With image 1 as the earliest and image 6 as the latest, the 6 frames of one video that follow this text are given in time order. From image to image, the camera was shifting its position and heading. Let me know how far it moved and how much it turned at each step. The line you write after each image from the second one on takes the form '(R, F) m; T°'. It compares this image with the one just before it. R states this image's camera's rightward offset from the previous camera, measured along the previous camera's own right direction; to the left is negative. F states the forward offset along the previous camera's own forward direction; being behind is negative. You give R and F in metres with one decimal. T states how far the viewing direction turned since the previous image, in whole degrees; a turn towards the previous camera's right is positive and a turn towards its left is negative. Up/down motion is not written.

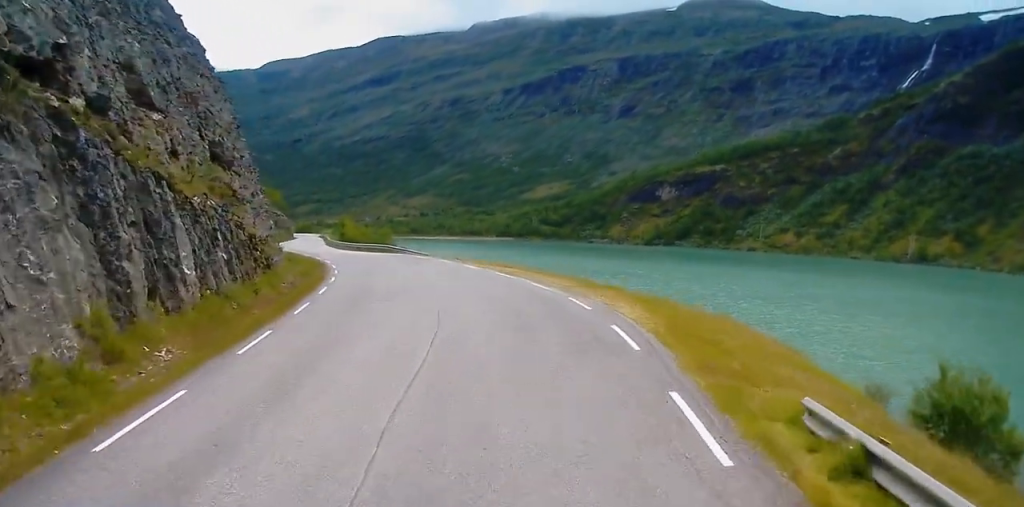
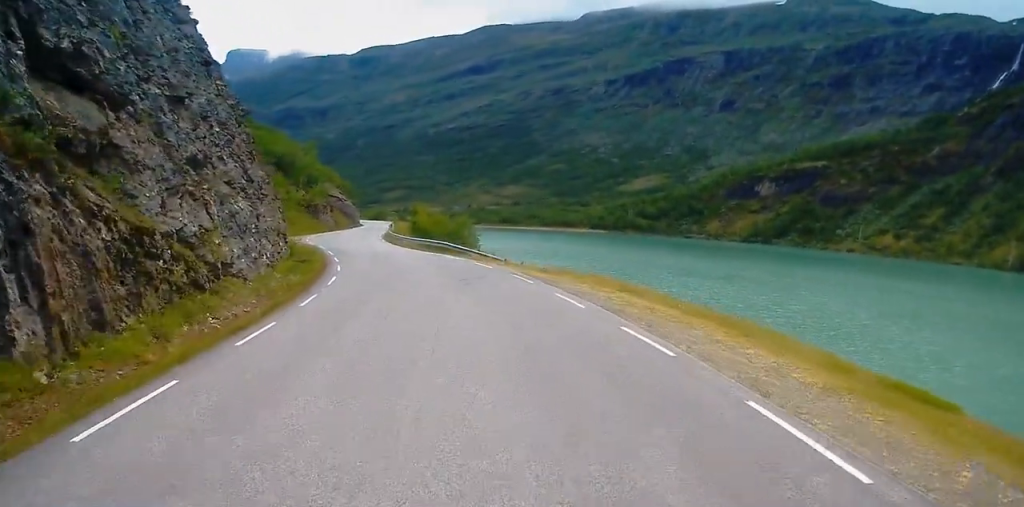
(-1.3, +18.5) m; -9°
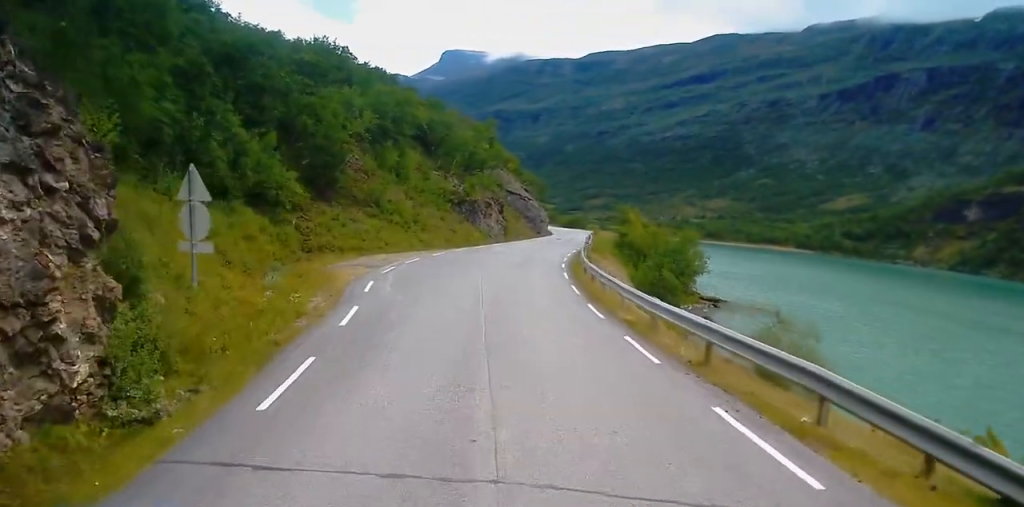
(-3.4, +35.2) m; -13°
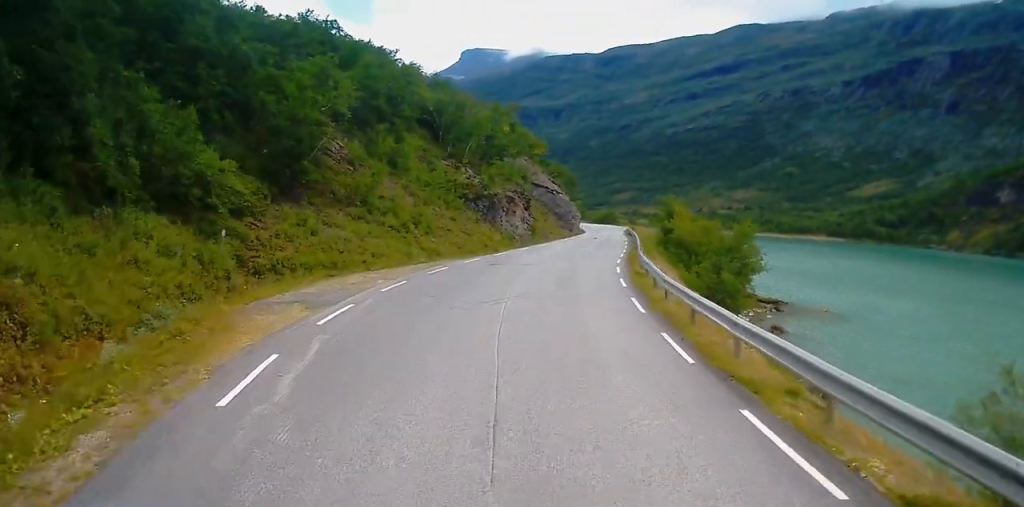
(-0.3, +12.4) m; +1°
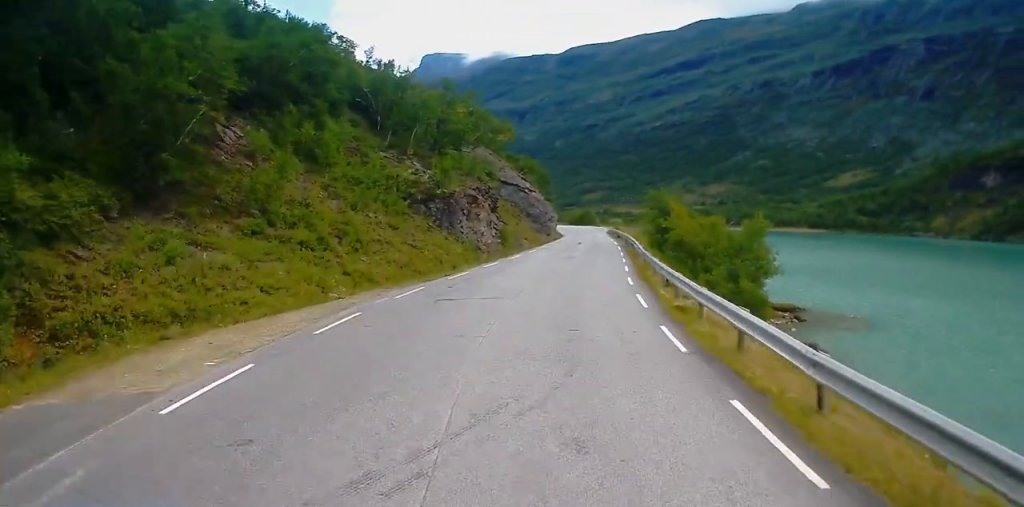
(+0.4, +12.1) m; +3°
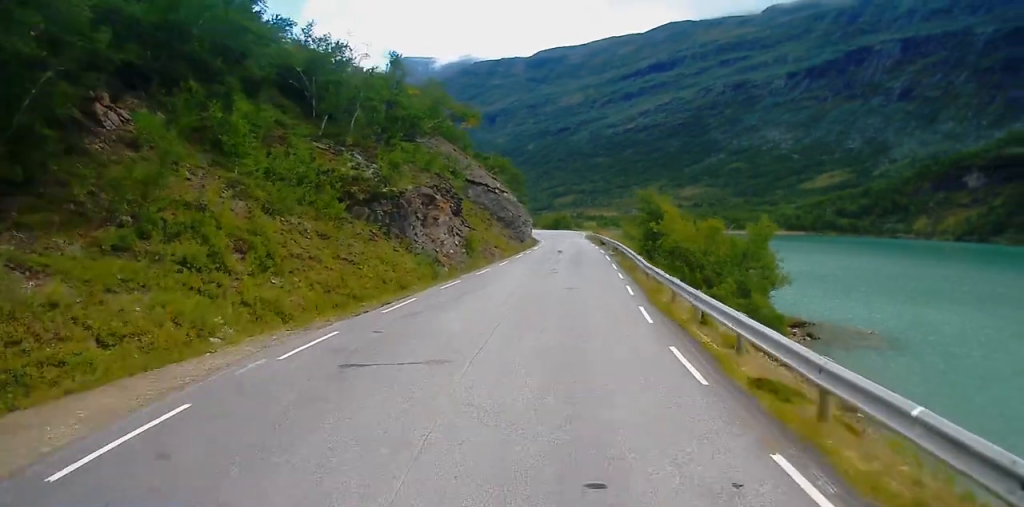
(-0.1, +8.1) m; +2°
